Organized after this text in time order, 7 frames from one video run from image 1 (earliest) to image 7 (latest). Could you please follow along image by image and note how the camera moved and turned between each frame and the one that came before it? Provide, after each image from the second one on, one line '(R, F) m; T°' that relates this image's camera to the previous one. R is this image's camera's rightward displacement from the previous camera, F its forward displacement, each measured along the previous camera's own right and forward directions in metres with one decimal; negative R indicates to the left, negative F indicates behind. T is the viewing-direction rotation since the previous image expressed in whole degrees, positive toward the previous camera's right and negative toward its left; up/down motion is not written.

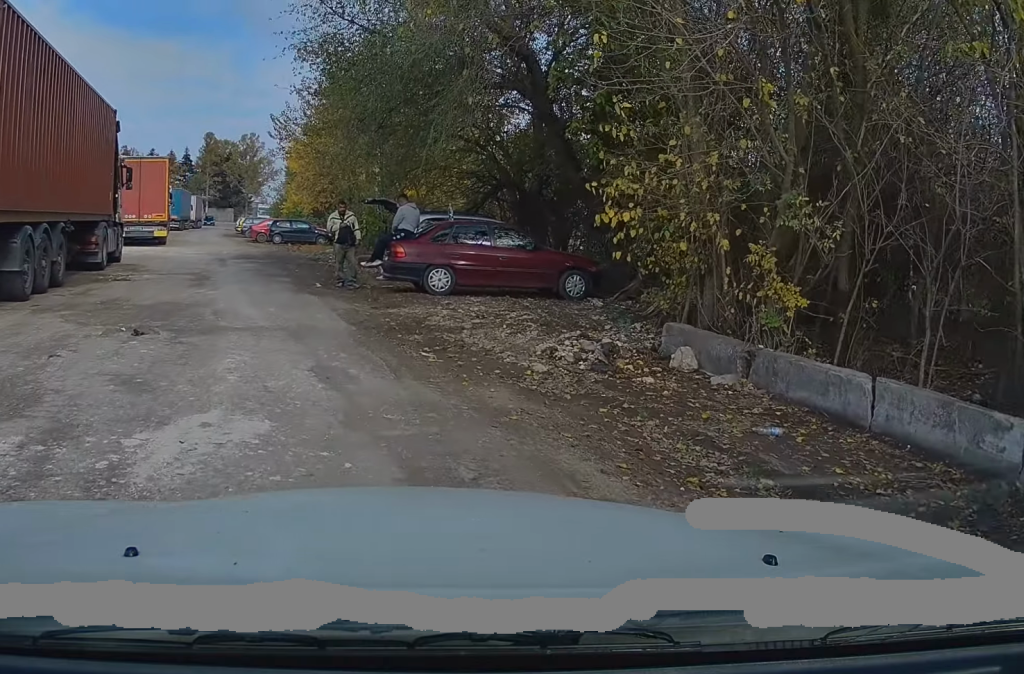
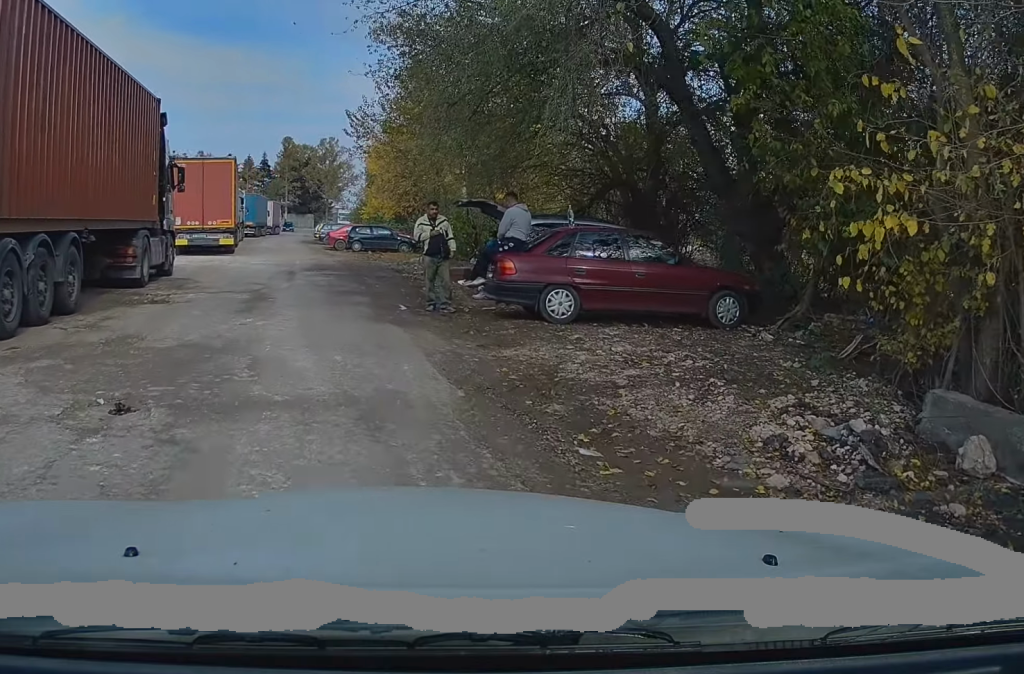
(-0.3, +3.5) m; -7°
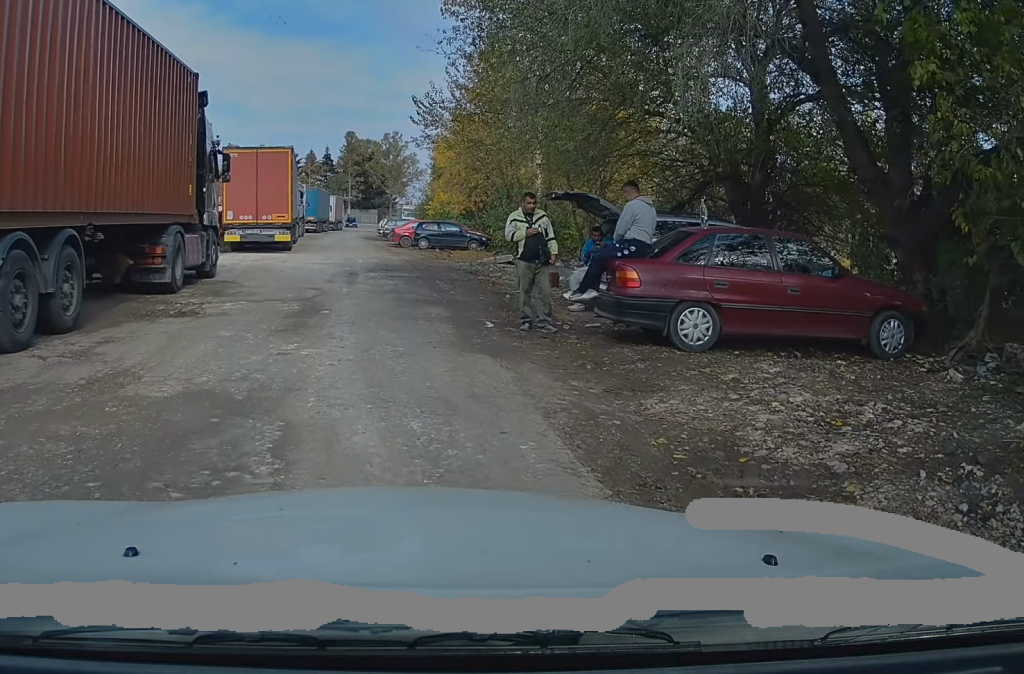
(-0.1, +2.8) m; -3°
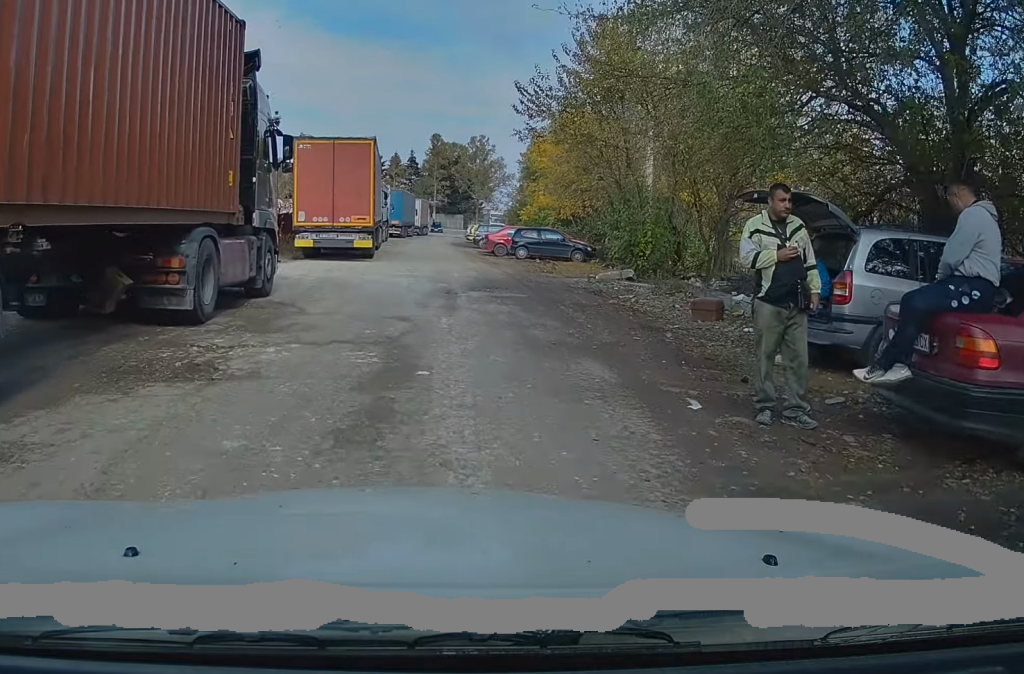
(-0.1, +4.1) m; -2°
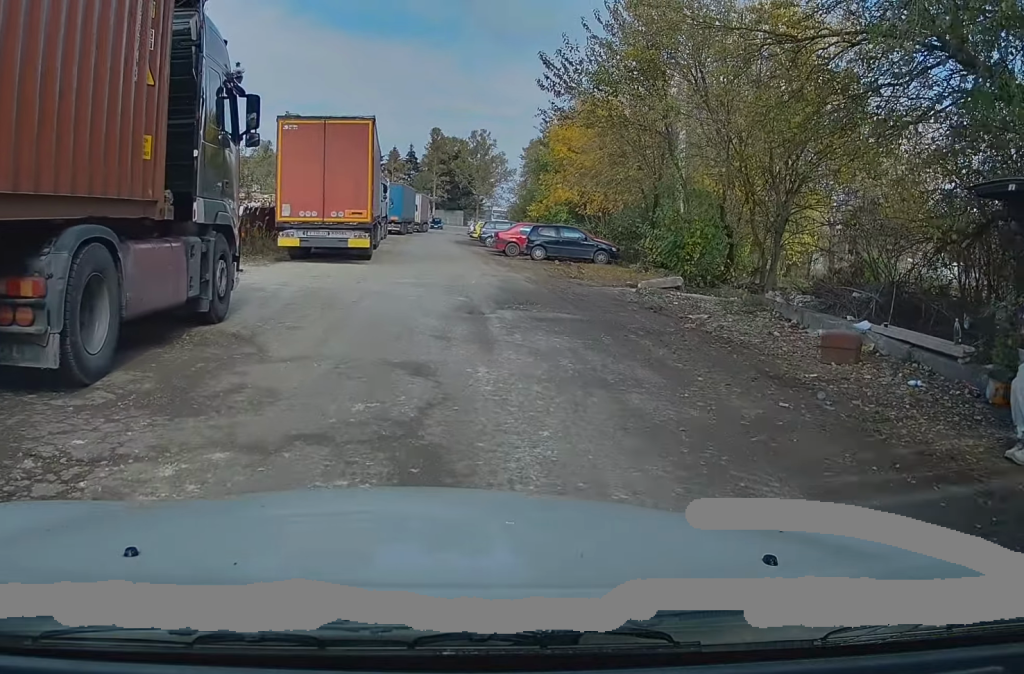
(0.0, +3.7) m; +2°
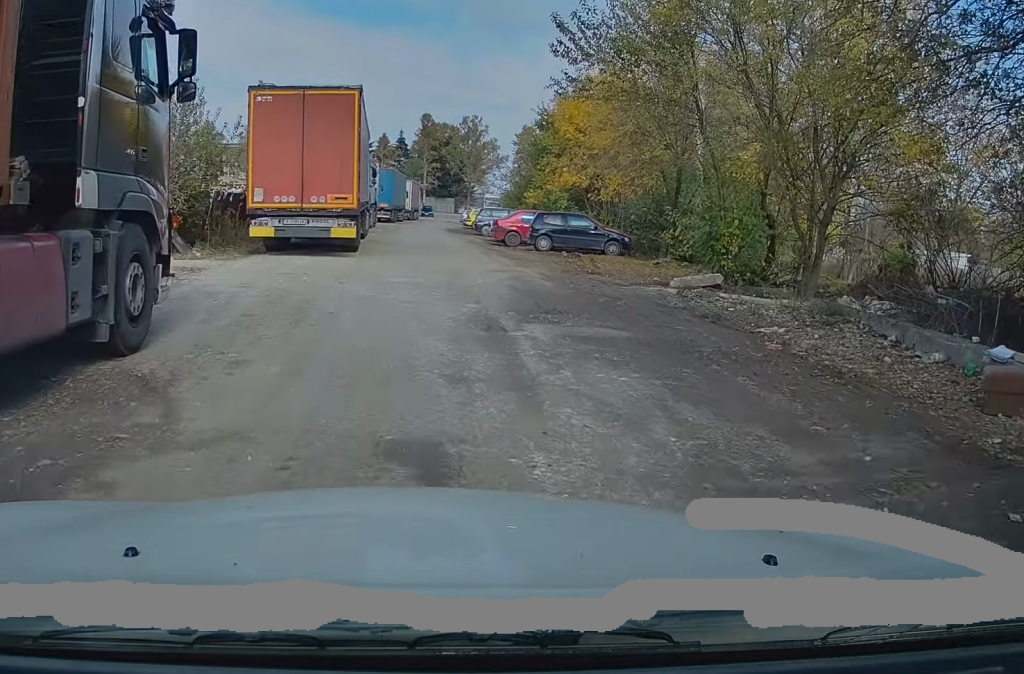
(0.0, +2.9) m; +1°
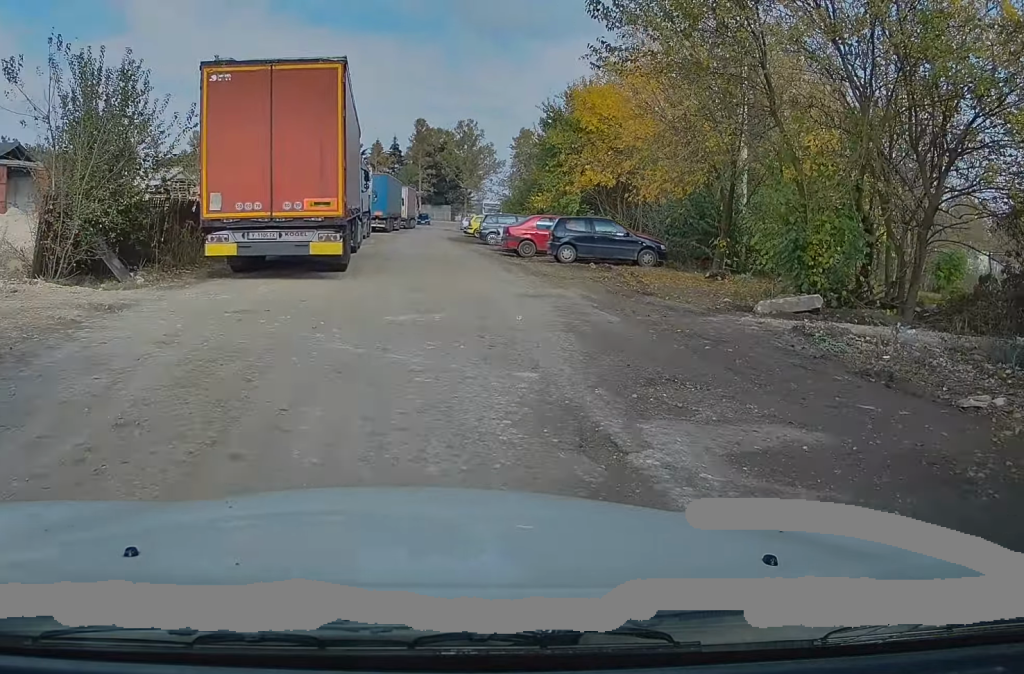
(0.0, +4.2) m; 0°
